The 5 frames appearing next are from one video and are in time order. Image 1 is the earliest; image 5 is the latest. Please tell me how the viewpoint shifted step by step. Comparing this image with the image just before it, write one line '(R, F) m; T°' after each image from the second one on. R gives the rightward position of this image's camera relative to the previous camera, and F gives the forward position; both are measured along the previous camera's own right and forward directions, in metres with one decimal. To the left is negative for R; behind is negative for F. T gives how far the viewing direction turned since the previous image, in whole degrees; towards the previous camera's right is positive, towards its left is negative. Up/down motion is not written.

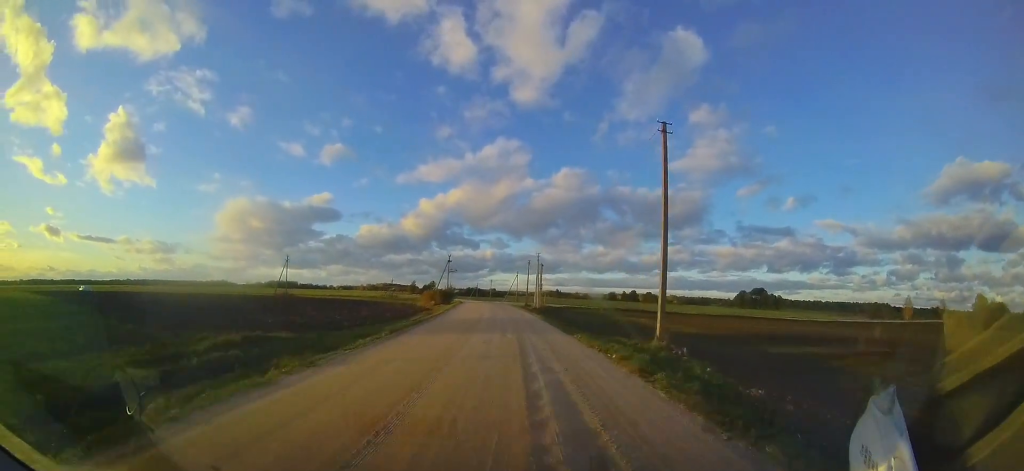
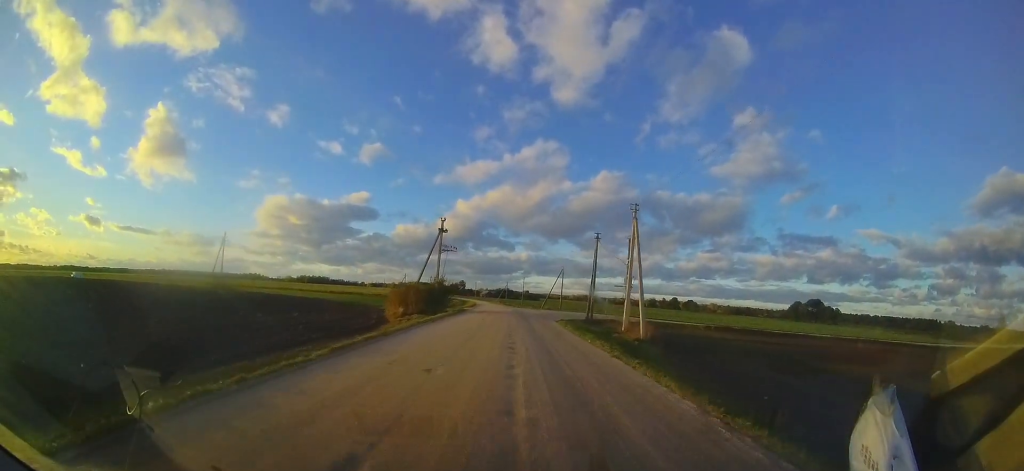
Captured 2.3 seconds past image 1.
(-0.4, +27.5) m; 0°
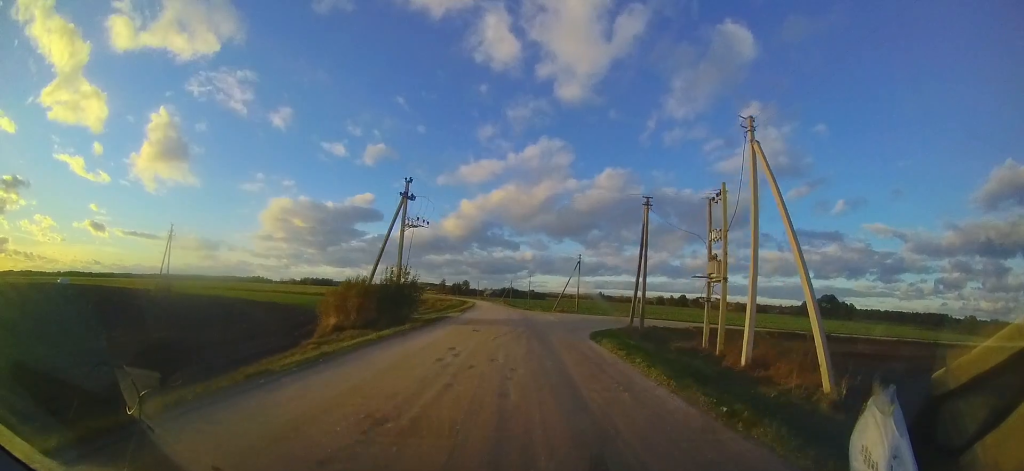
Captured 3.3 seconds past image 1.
(+0.1, +10.2) m; +5°
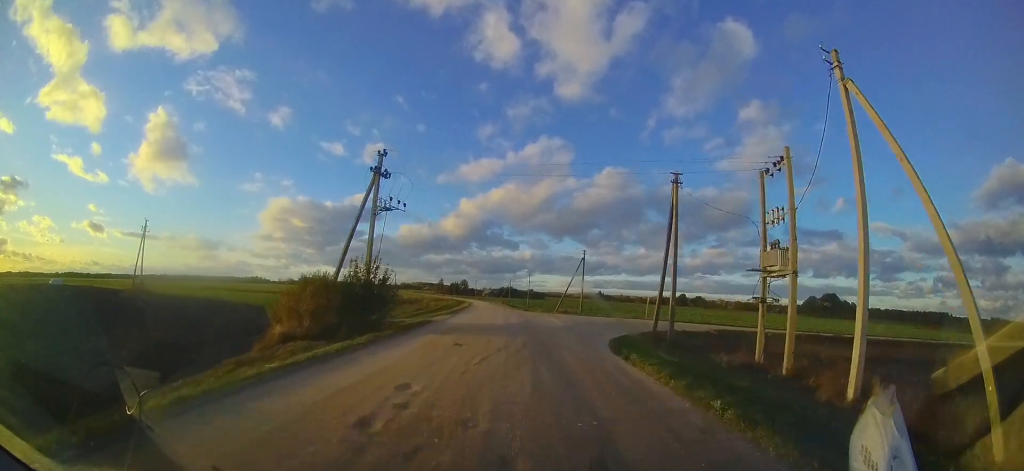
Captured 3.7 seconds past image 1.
(0.0, +4.1) m; +3°
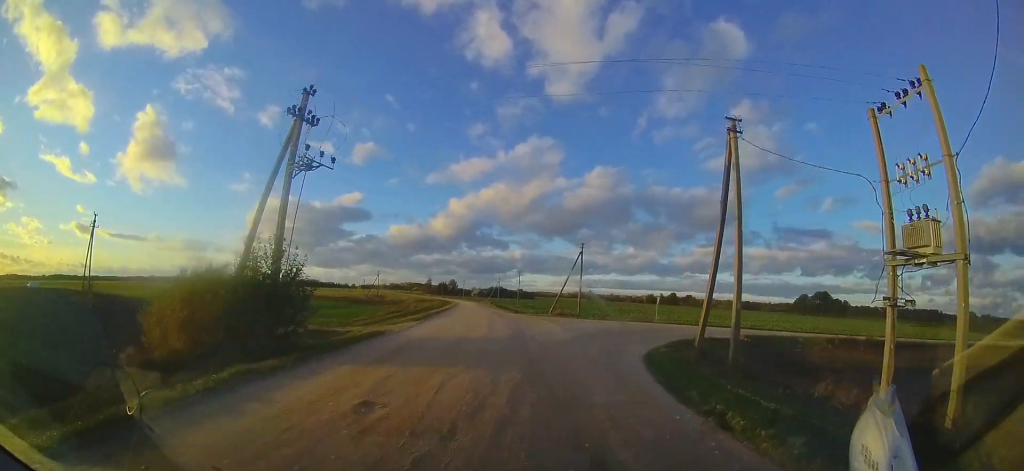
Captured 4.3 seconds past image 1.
(+0.3, +5.2) m; +5°
